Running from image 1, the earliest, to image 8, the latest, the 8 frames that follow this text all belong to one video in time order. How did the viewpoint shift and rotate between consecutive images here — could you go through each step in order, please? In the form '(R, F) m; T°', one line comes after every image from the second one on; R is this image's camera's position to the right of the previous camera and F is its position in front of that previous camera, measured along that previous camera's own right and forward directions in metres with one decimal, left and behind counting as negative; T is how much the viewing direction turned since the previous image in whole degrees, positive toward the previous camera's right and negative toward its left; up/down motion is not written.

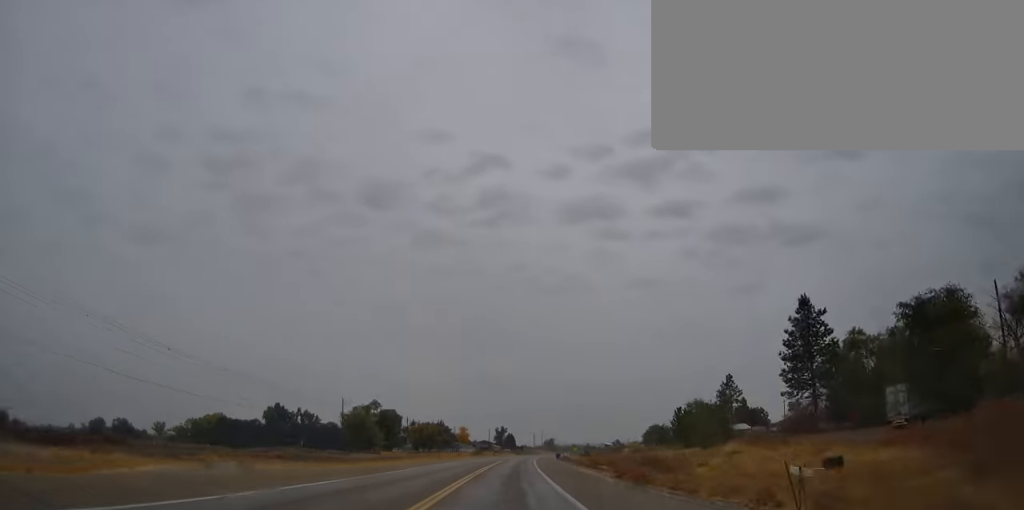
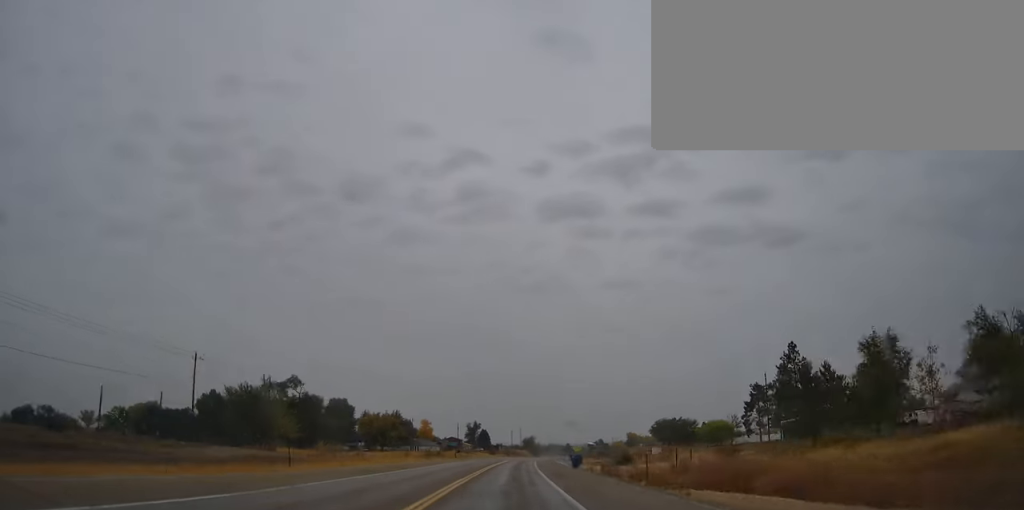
(+1.7, +53.5) m; +3°
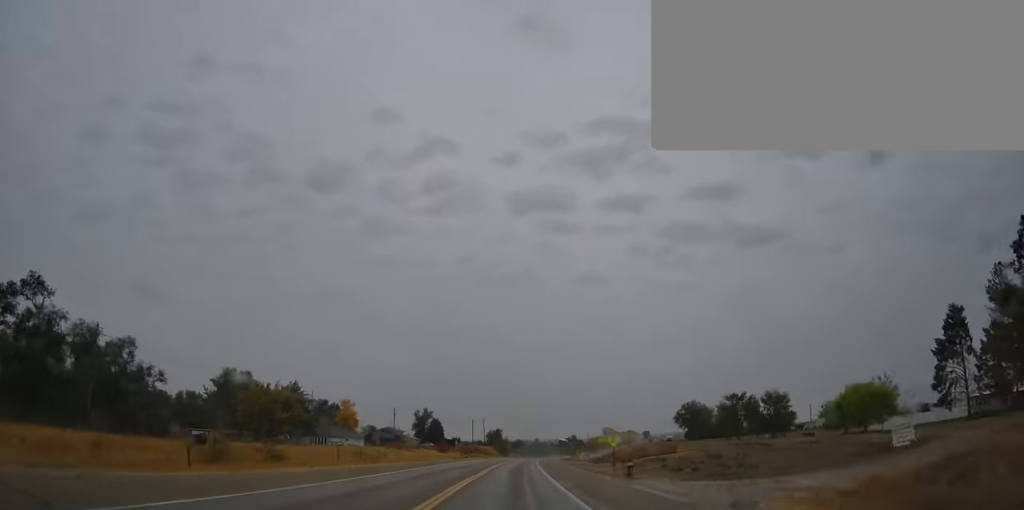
(+1.6, +72.7) m; +3°
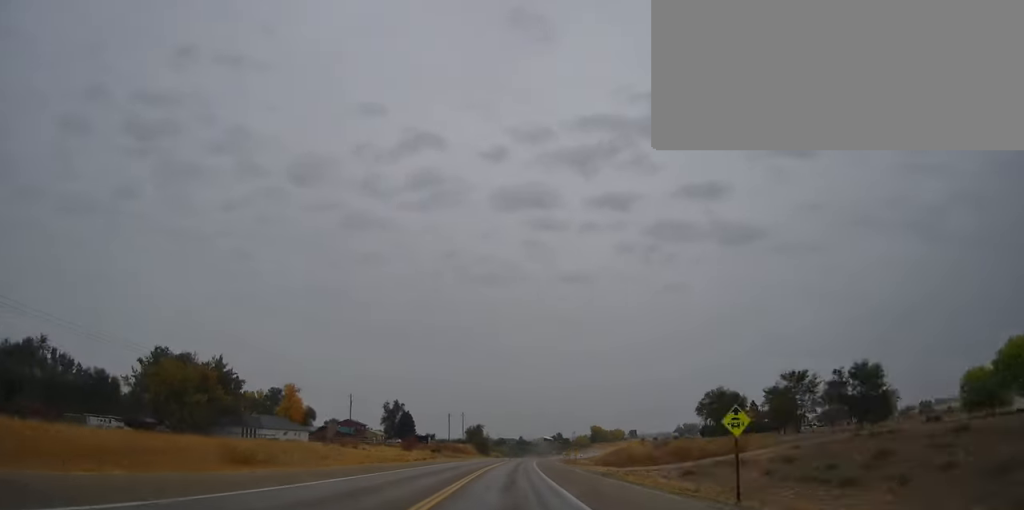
(-0.3, +30.6) m; +2°
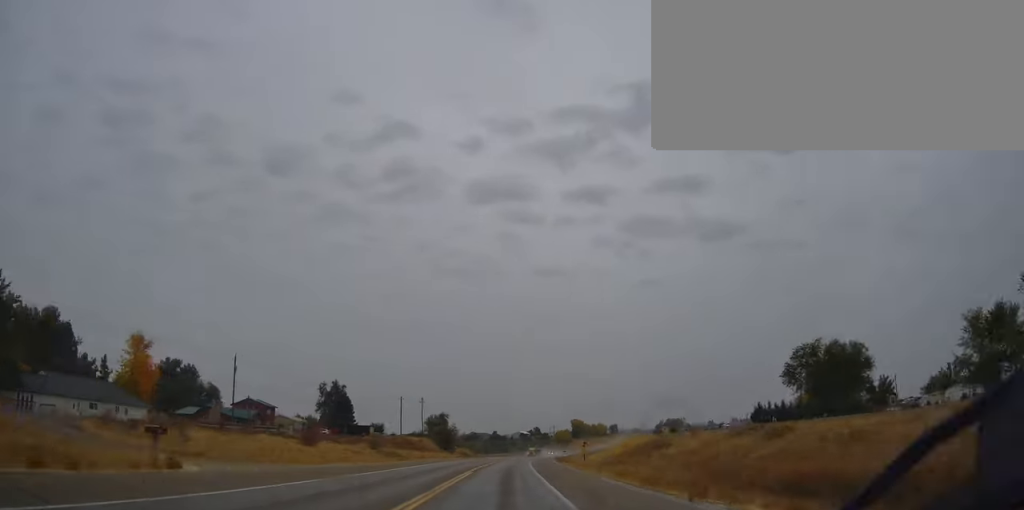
(+2.3, +49.7) m; +3°
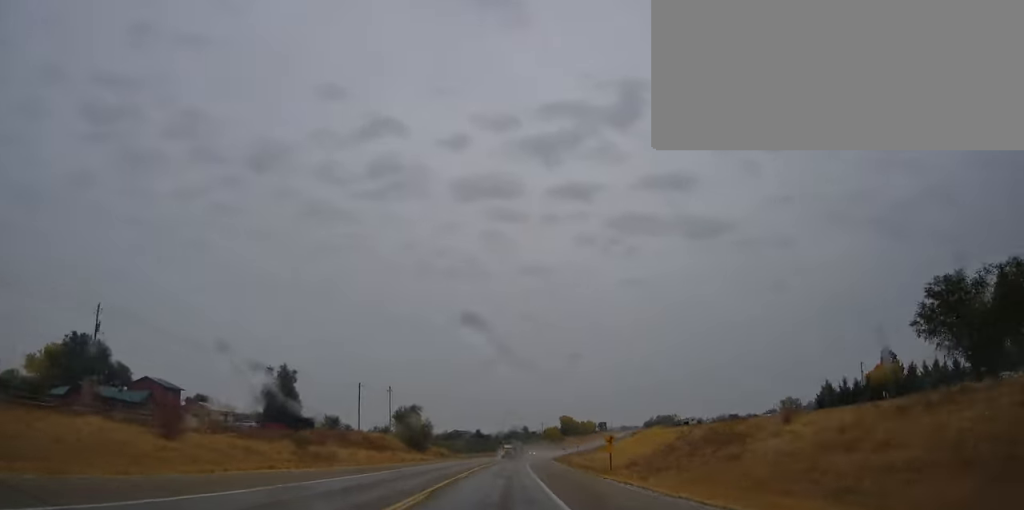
(+0.3, +30.7) m; +1°
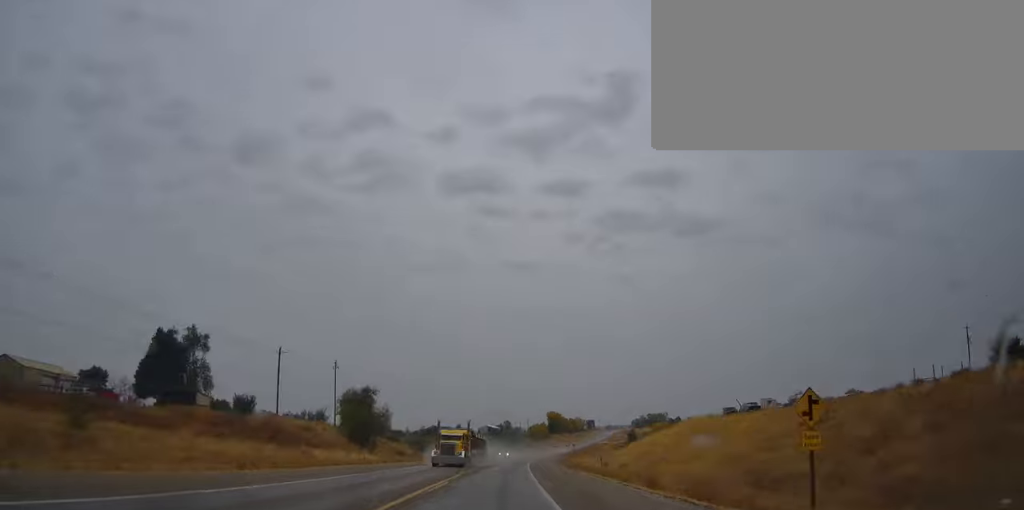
(-0.2, +38.5) m; +2°
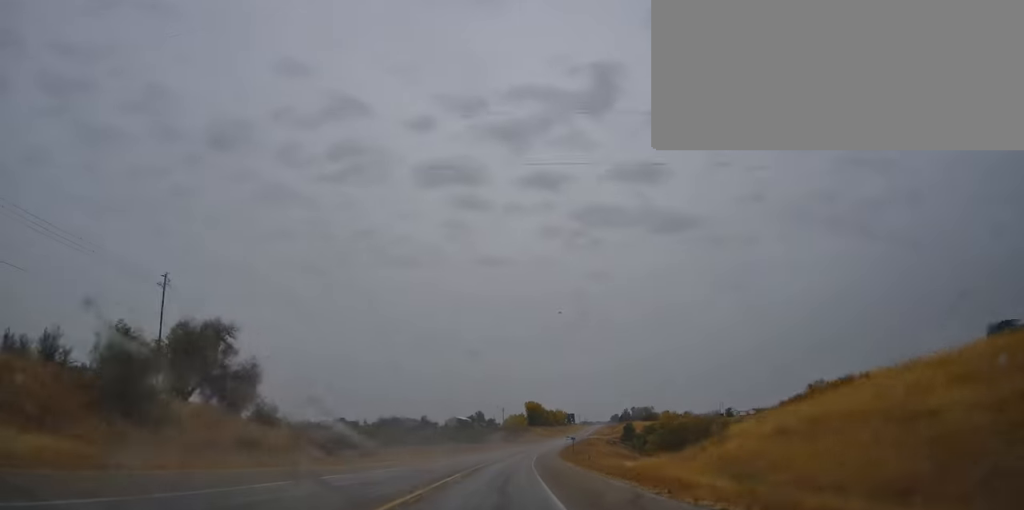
(+2.2, +58.2) m; +3°
